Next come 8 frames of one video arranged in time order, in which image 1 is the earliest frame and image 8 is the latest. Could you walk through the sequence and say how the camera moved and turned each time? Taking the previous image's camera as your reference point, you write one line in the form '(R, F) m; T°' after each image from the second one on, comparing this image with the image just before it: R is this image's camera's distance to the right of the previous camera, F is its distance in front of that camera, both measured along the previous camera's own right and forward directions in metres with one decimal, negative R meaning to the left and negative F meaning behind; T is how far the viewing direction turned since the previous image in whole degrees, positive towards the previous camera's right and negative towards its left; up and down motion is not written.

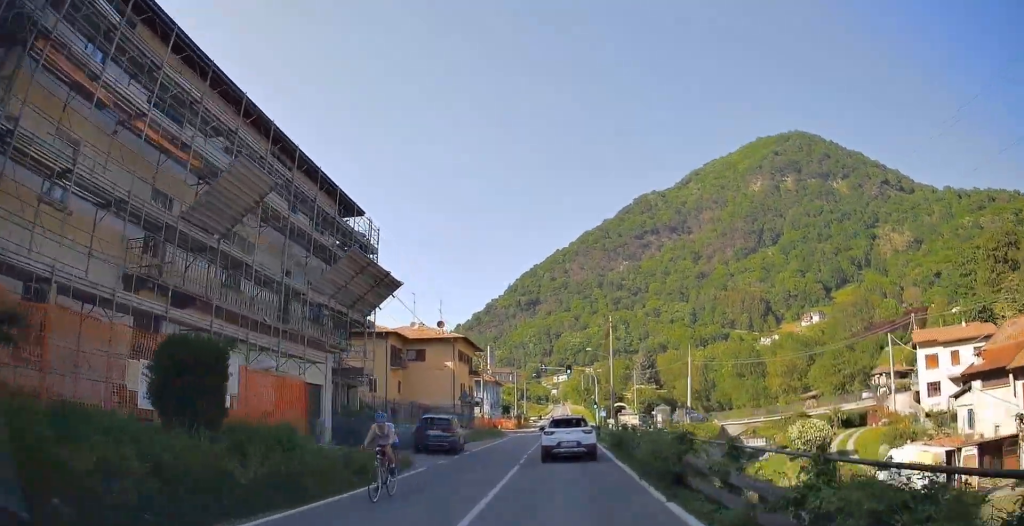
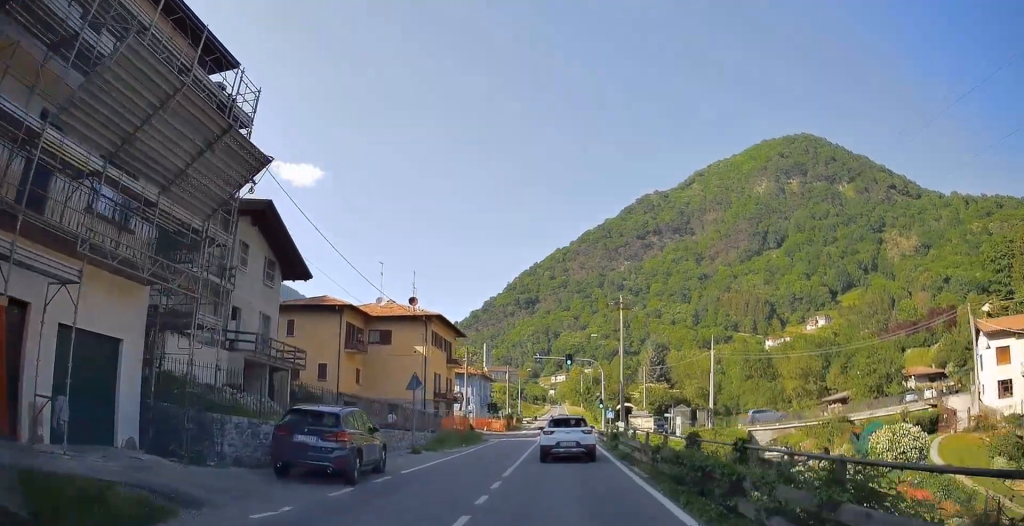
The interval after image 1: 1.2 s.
(0.0, +11.7) m; 0°
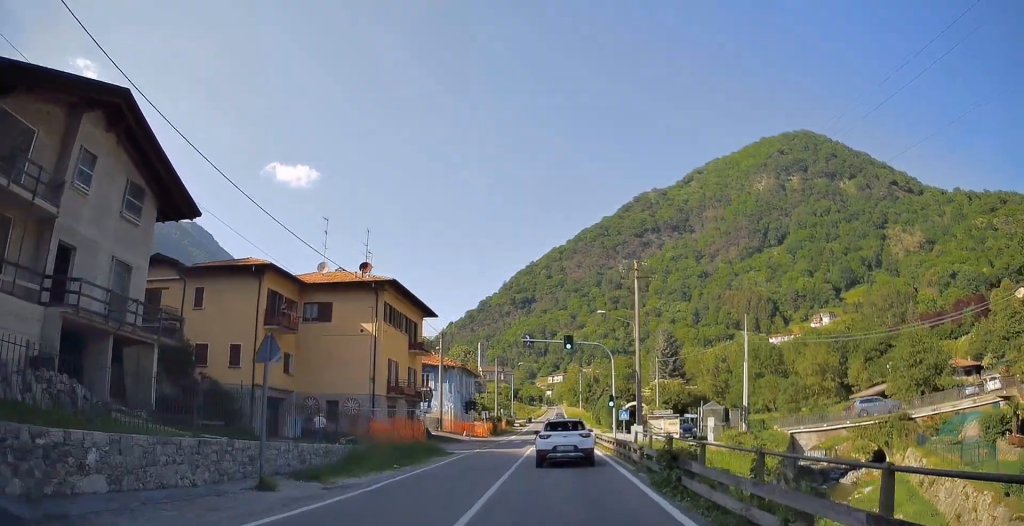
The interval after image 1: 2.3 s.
(-0.1, +12.6) m; -1°
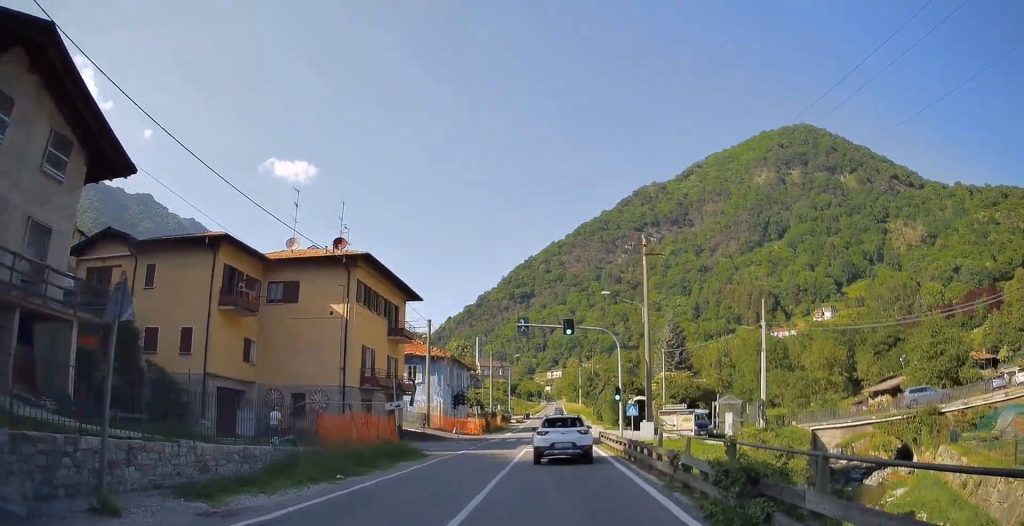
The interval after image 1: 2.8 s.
(-0.1, +4.9) m; 0°
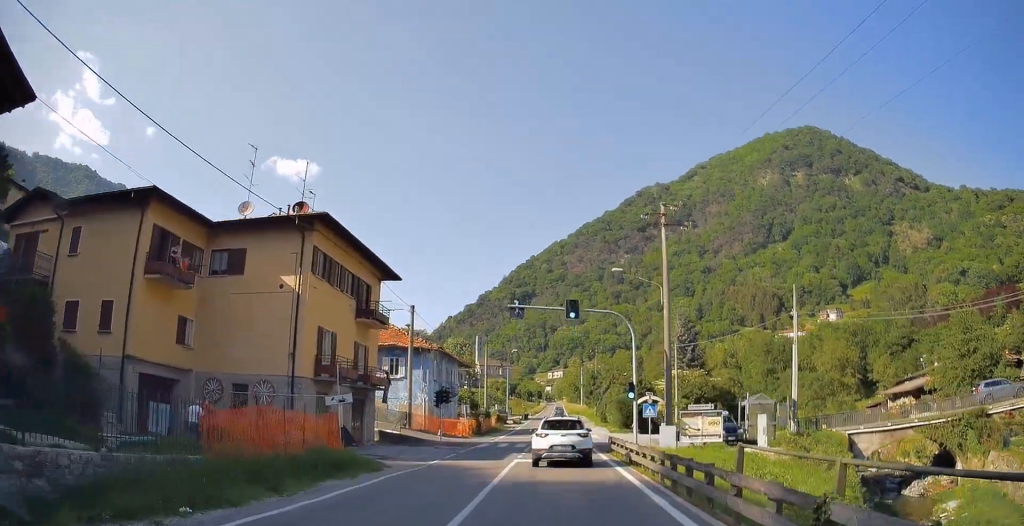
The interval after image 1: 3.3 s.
(0.0, +6.4) m; 0°
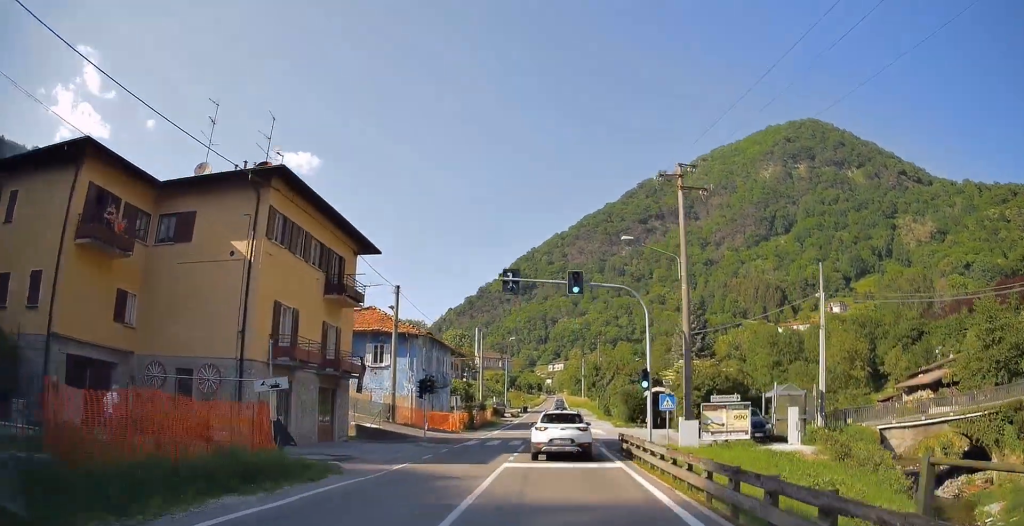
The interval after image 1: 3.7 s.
(+0.1, +4.6) m; 0°
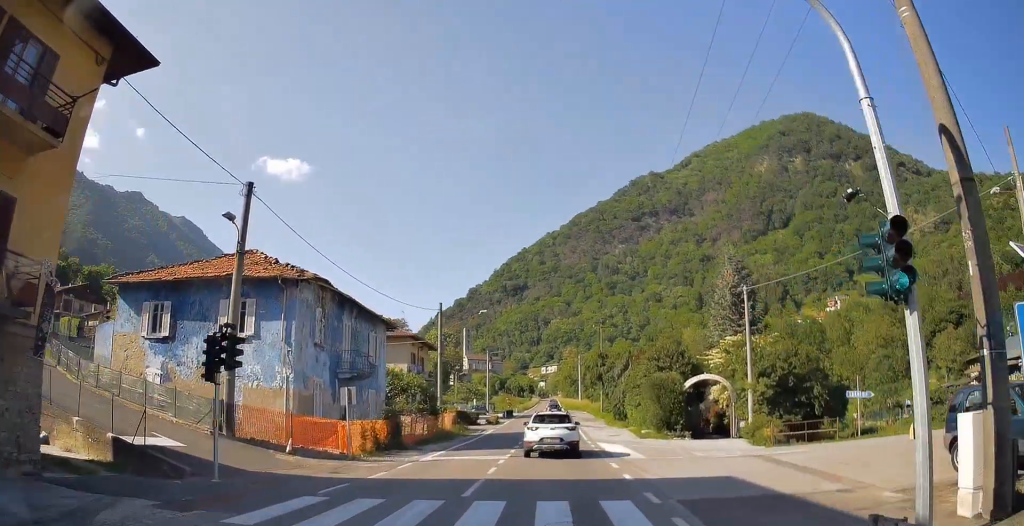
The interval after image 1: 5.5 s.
(0.0, +21.1) m; 0°
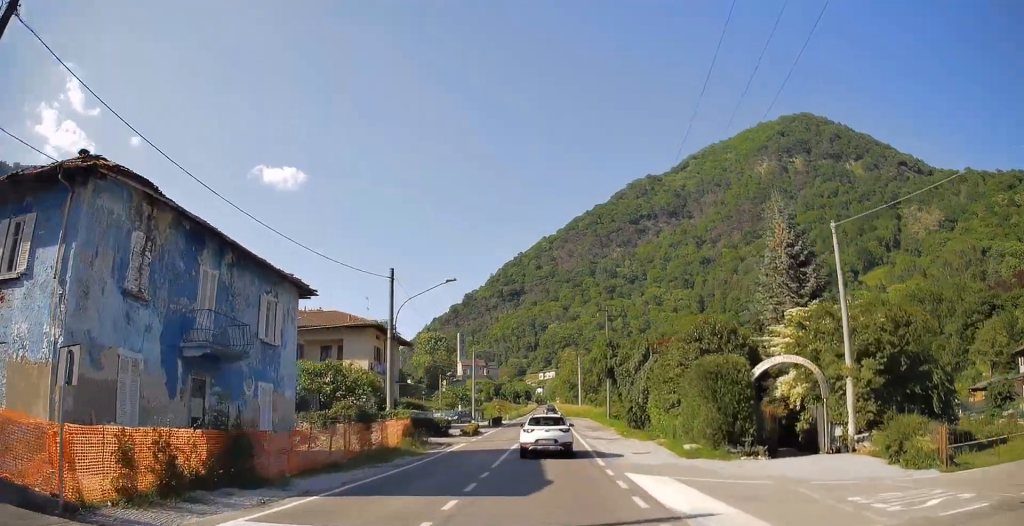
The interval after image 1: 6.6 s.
(0.0, +12.2) m; -1°
